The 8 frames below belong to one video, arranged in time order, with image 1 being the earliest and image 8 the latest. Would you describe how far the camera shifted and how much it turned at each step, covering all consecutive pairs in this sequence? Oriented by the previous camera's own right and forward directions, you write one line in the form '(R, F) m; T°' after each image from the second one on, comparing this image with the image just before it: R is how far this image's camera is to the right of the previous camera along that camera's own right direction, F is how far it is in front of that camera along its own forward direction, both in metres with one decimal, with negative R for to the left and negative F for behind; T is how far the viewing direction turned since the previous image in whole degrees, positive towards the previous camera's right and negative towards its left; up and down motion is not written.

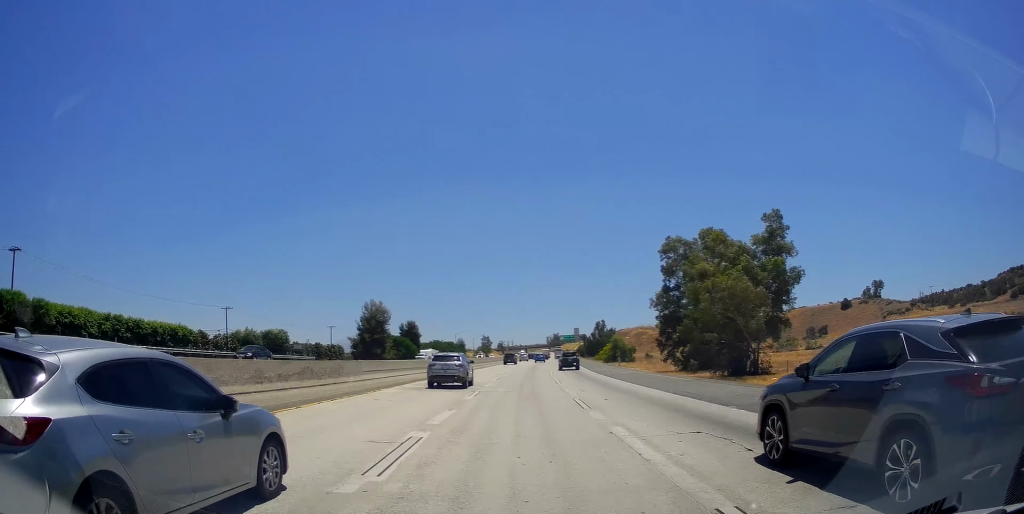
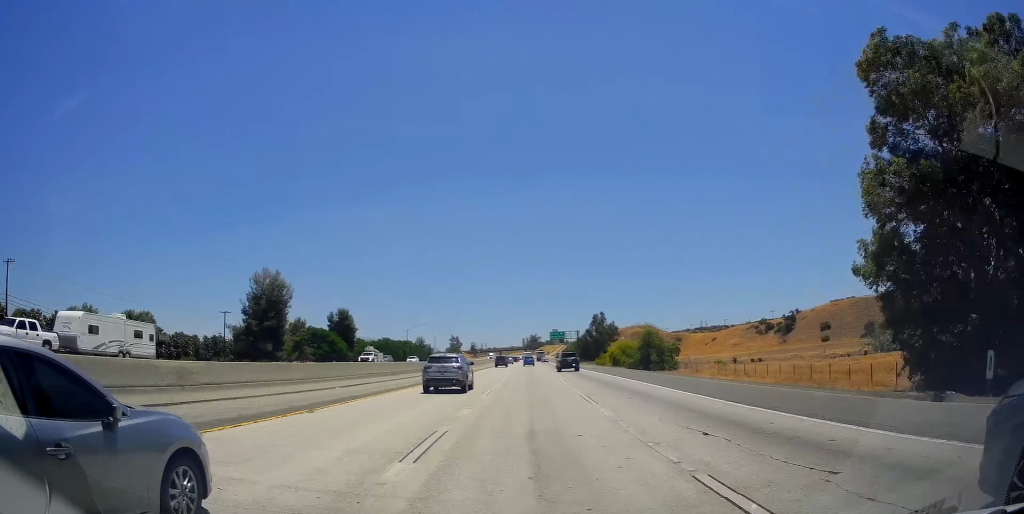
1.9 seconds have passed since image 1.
(+0.5, +55.0) m; +2°
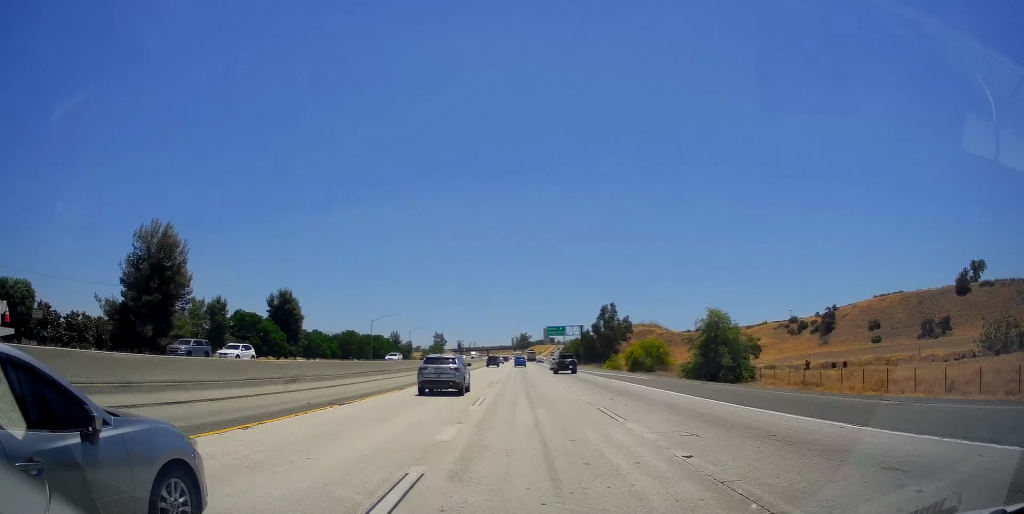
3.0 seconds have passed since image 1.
(+0.5, +33.3) m; +2°
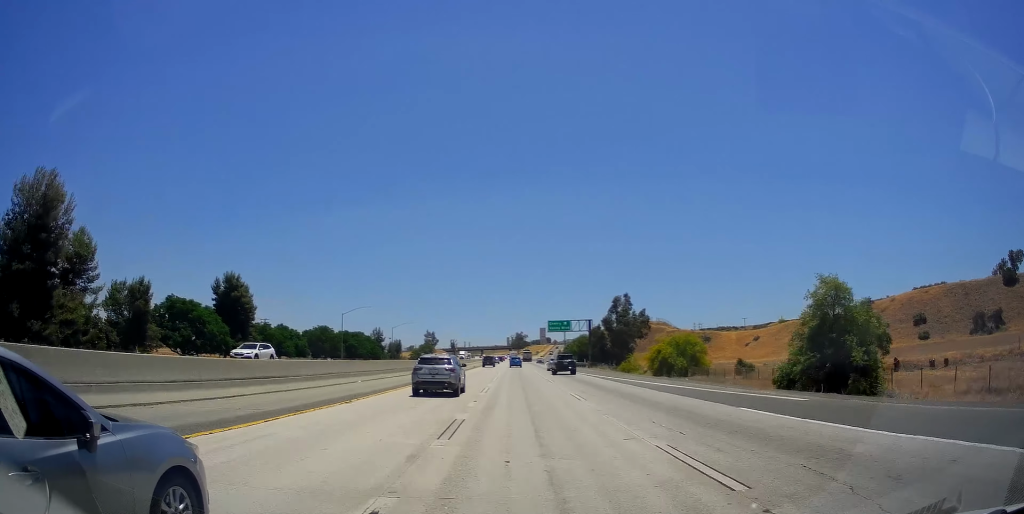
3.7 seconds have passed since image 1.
(+0.1, +24.0) m; +1°
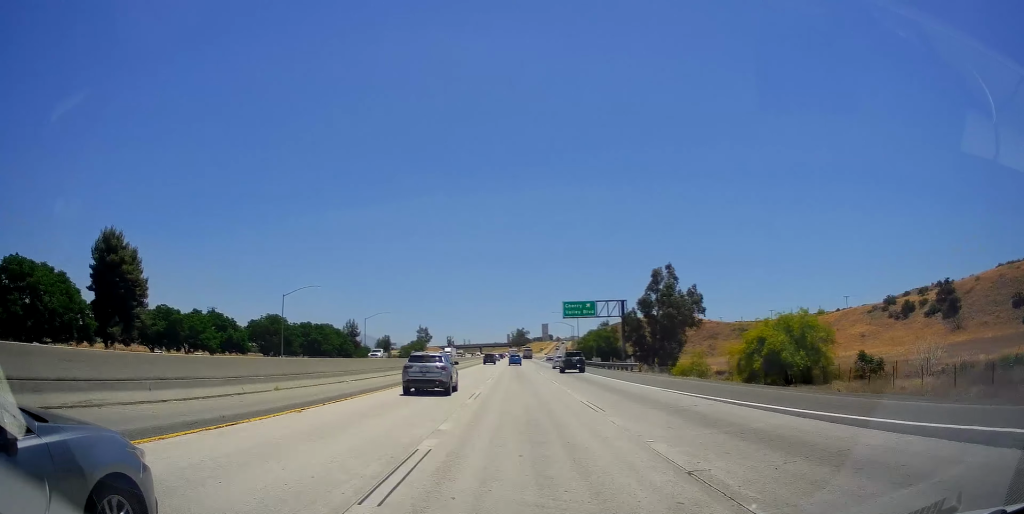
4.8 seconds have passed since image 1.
(+0.4, +33.5) m; 0°
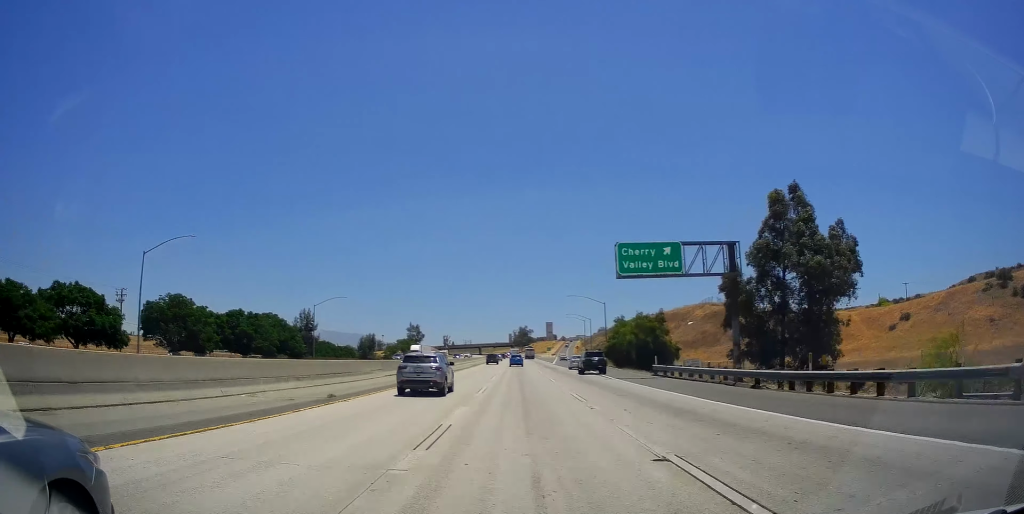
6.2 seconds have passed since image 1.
(-0.5, +38.7) m; -1°
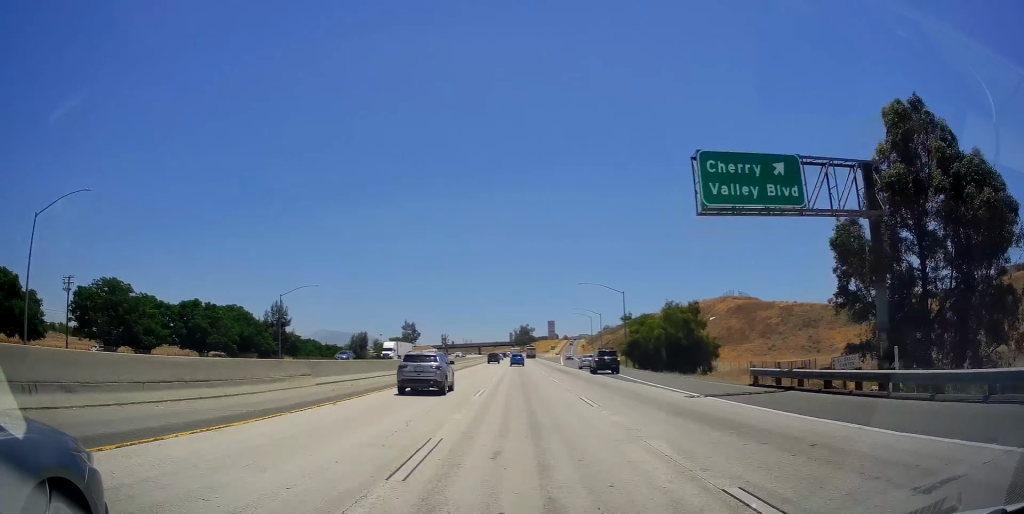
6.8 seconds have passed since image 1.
(0.0, +17.1) m; 0°
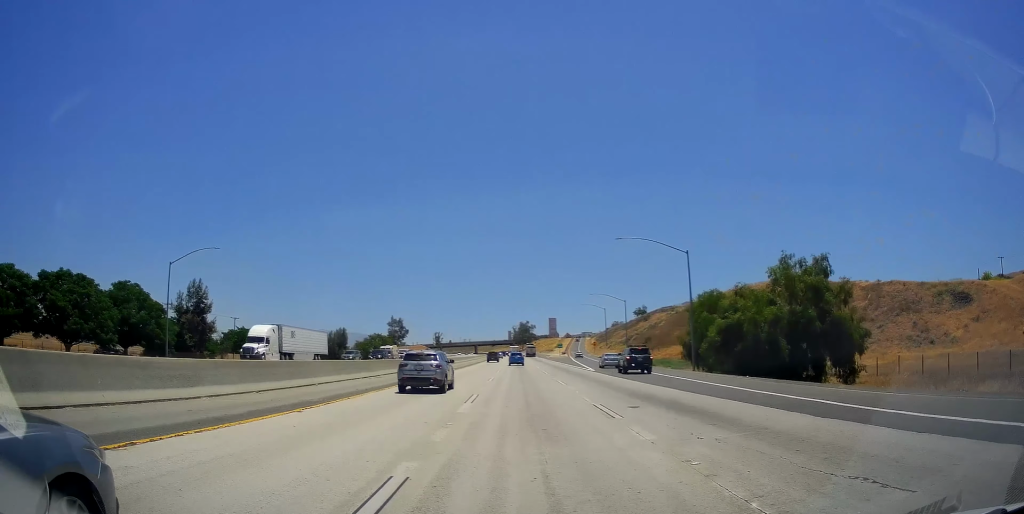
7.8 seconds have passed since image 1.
(+0.2, +32.3) m; +1°
